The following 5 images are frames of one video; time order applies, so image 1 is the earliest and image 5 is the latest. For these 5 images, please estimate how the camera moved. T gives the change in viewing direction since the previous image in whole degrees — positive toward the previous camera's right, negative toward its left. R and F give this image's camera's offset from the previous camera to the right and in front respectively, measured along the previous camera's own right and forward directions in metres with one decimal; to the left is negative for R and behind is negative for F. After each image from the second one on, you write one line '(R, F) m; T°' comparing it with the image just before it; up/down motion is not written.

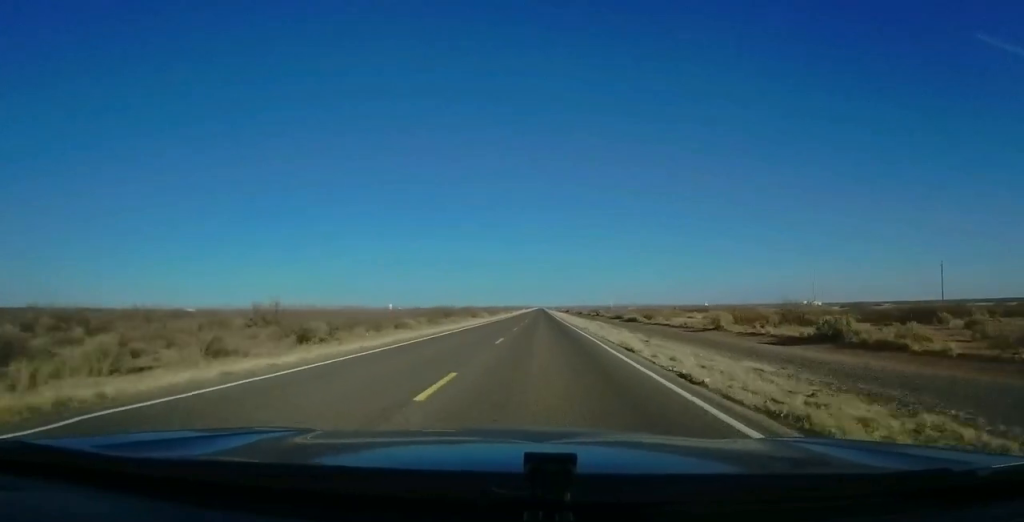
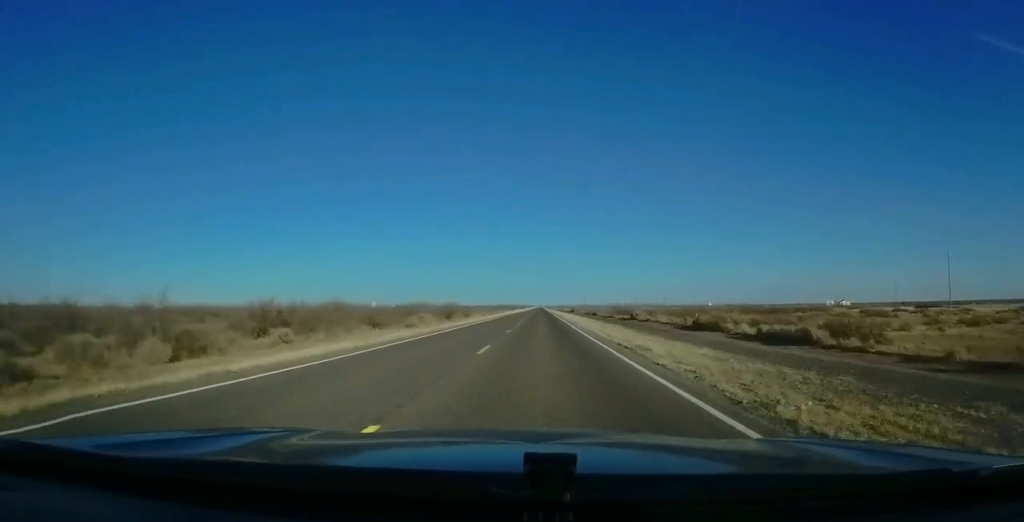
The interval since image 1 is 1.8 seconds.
(0.0, +53.1) m; 0°
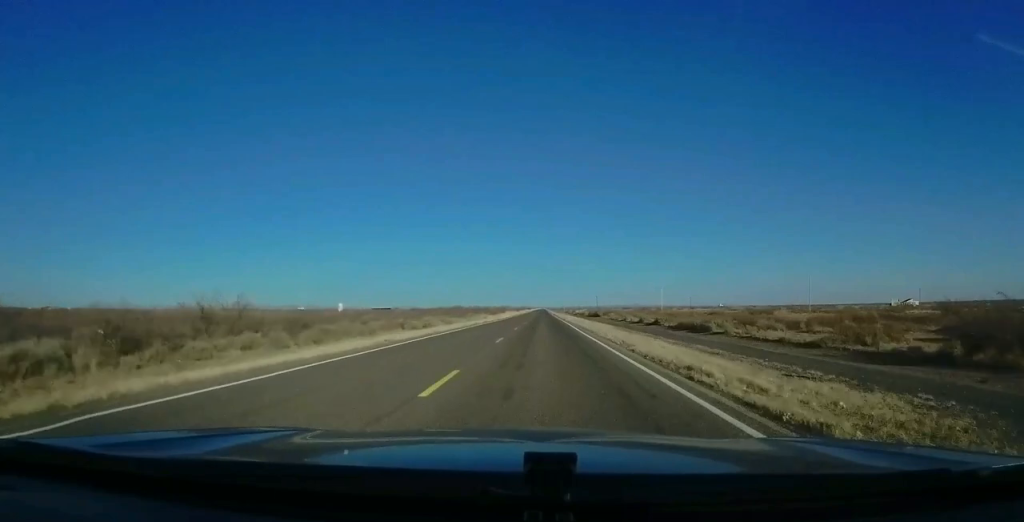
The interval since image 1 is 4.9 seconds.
(+0.1, +91.8) m; 0°
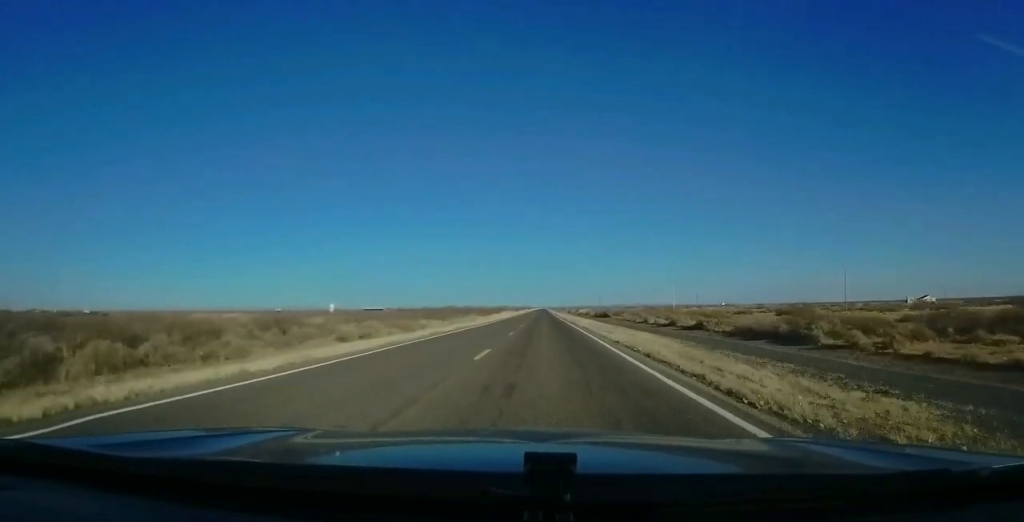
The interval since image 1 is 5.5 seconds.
(0.0, +18.8) m; 0°
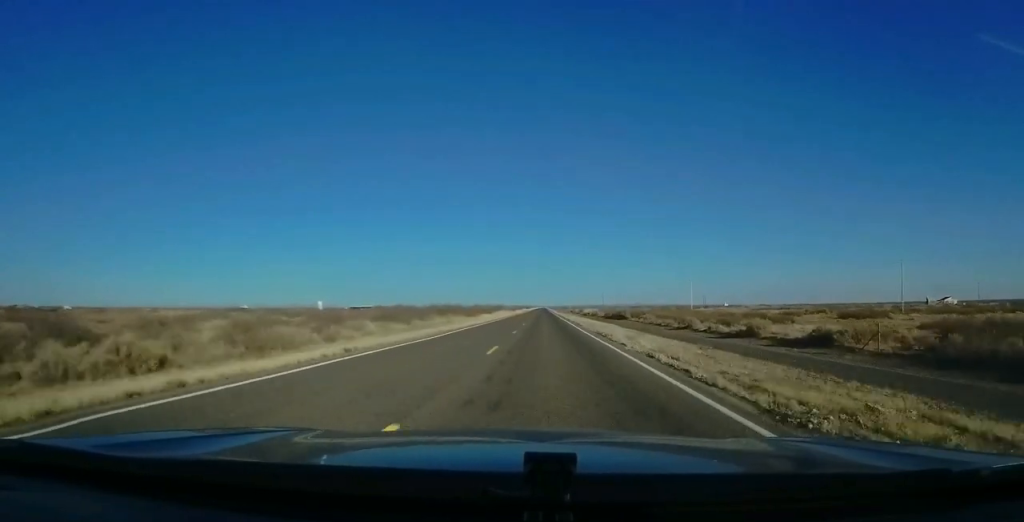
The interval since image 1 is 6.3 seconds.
(0.0, +22.8) m; +1°
